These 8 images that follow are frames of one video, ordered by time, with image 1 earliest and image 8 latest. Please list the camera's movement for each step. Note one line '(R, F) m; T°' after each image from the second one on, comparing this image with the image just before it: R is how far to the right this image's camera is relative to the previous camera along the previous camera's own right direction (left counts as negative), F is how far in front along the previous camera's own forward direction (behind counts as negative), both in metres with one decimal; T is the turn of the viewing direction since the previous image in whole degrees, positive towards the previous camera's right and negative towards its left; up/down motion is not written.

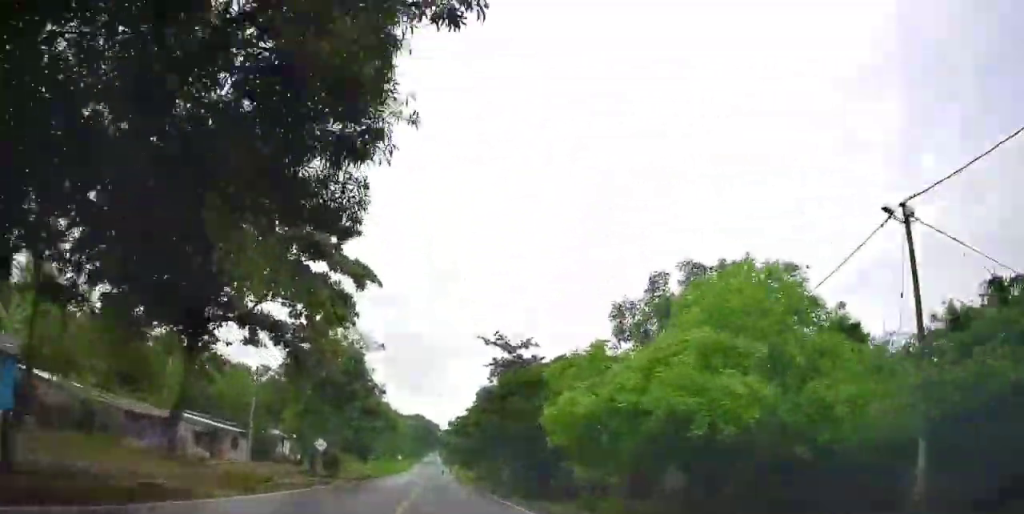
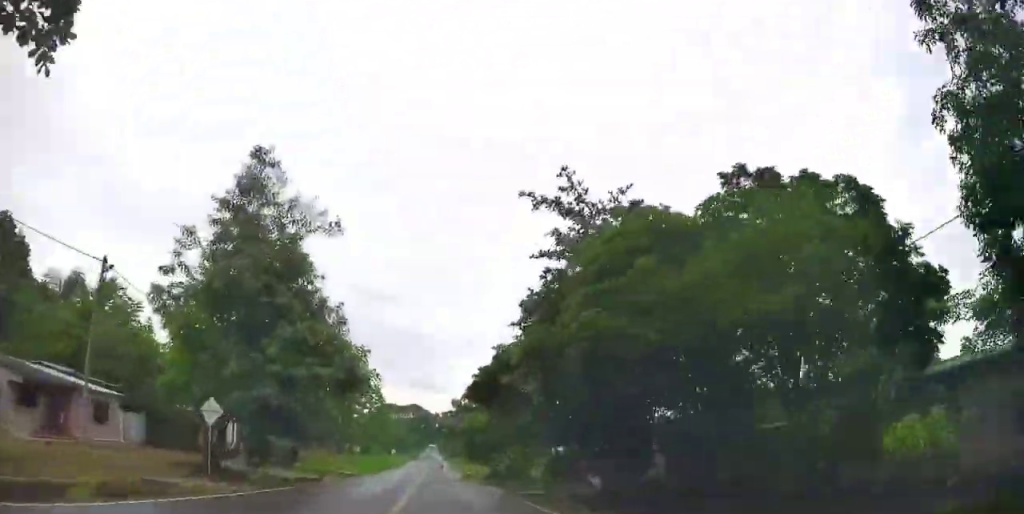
(-0.9, +20.5) m; -4°
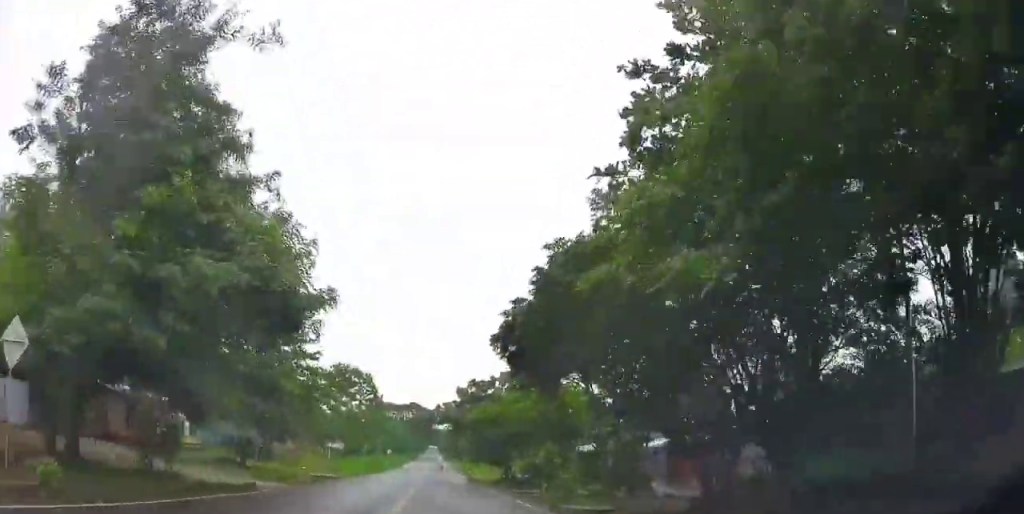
(-0.2, +11.5) m; +1°
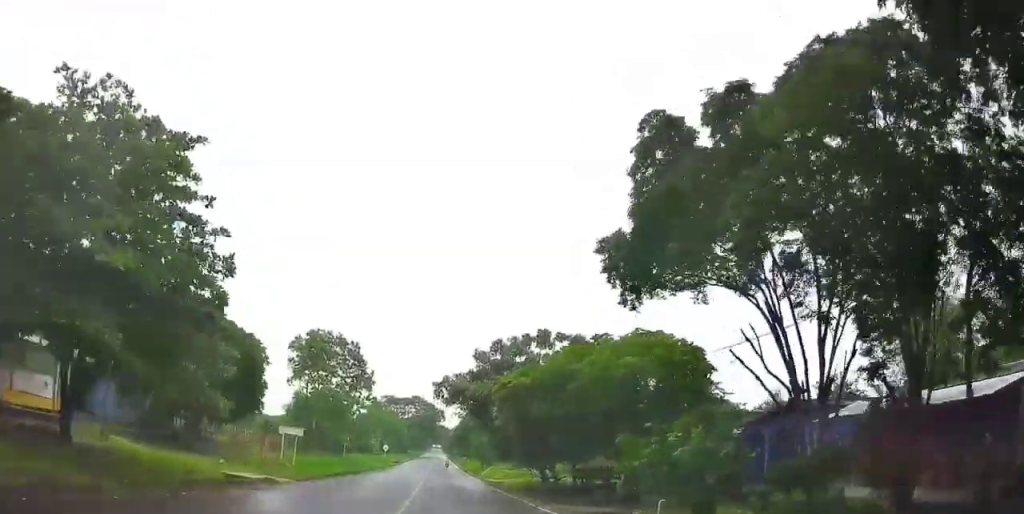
(+0.2, +16.6) m; +2°
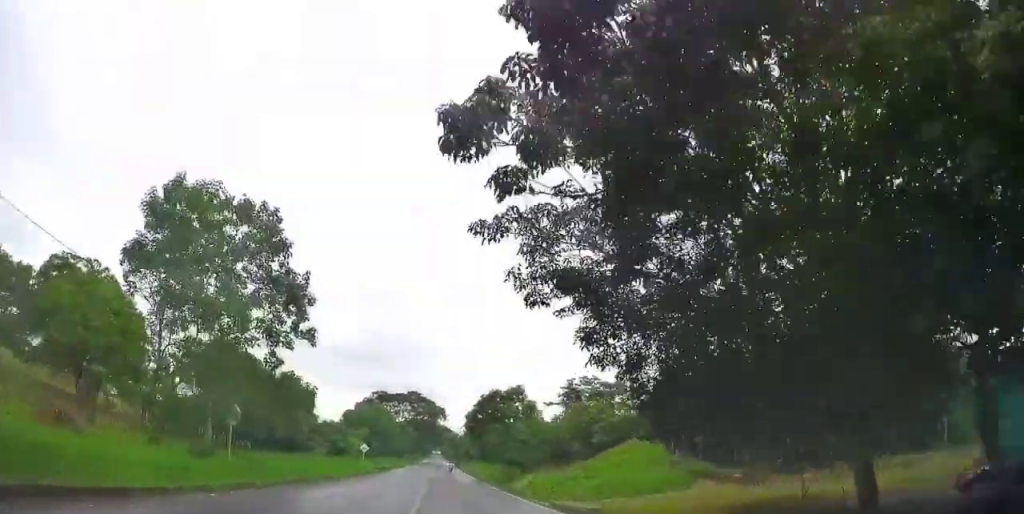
(+0.6, +28.9) m; 0°
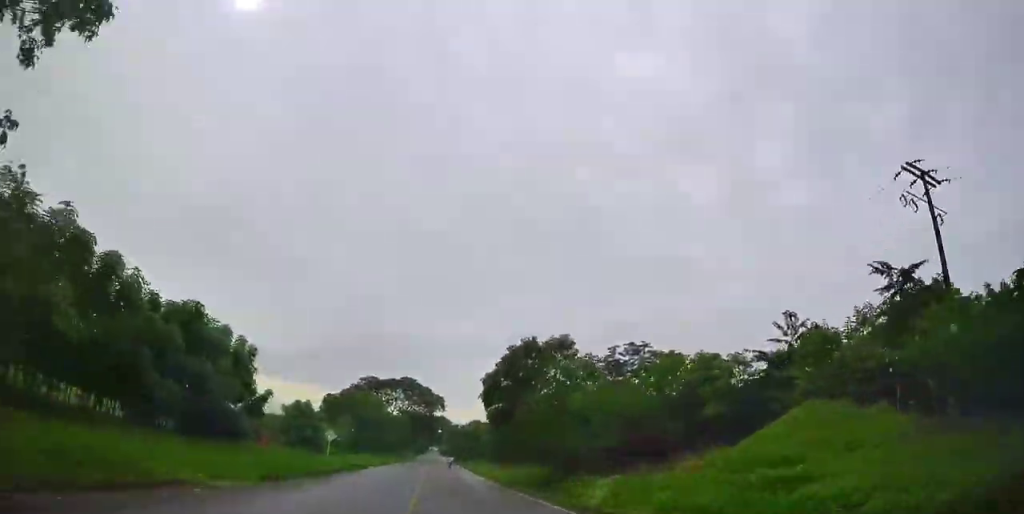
(-0.1, +19.9) m; 0°
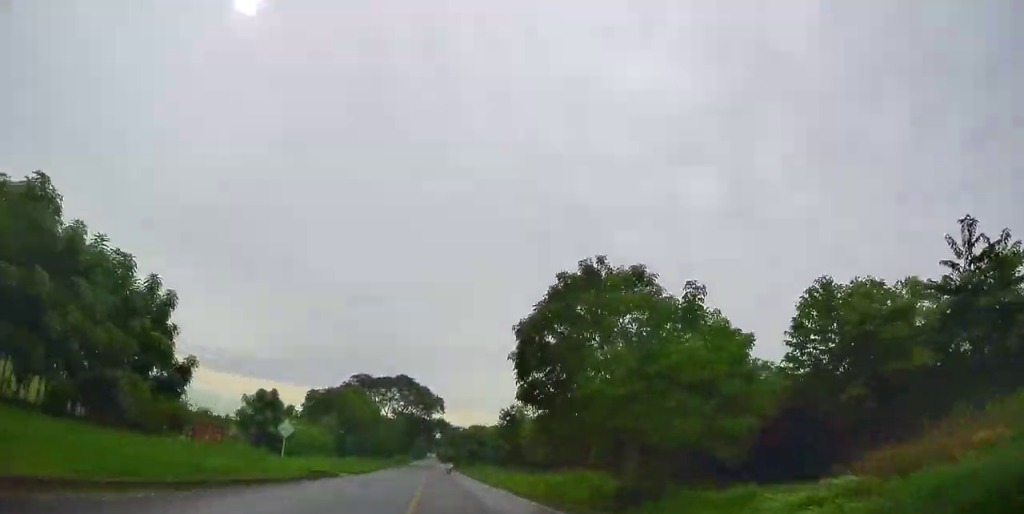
(0.0, +13.1) m; 0°
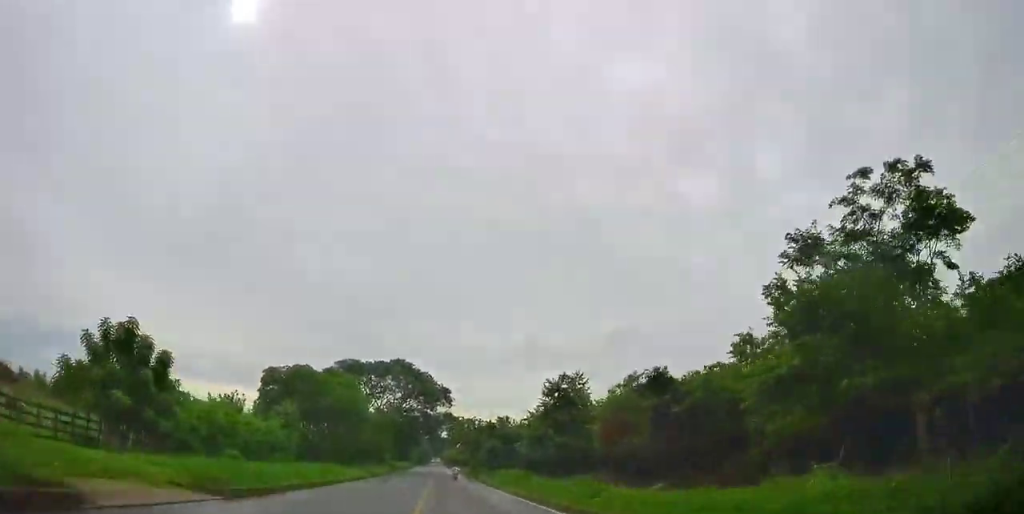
(-0.1, +25.5) m; 0°
